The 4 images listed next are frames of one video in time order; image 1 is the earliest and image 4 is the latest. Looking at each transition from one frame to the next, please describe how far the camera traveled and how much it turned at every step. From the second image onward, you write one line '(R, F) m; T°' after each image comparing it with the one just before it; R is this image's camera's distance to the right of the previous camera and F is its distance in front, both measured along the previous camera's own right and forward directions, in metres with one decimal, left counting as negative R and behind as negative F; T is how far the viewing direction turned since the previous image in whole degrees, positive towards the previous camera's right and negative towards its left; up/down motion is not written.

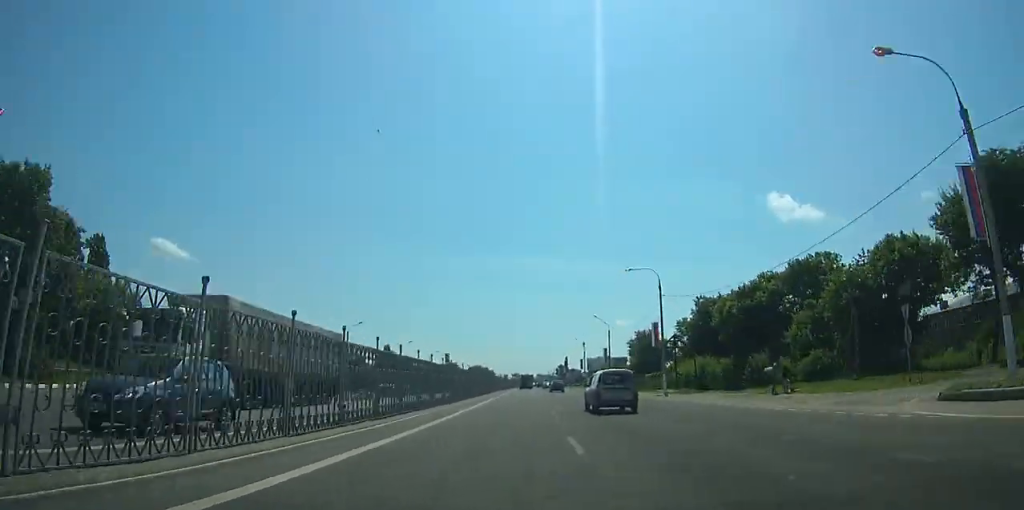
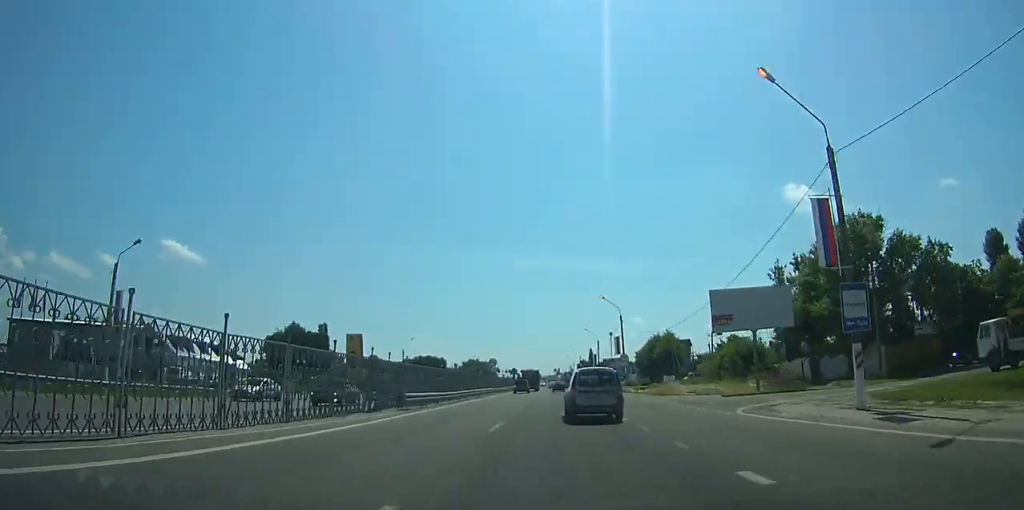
(+0.5, +103.6) m; +1°
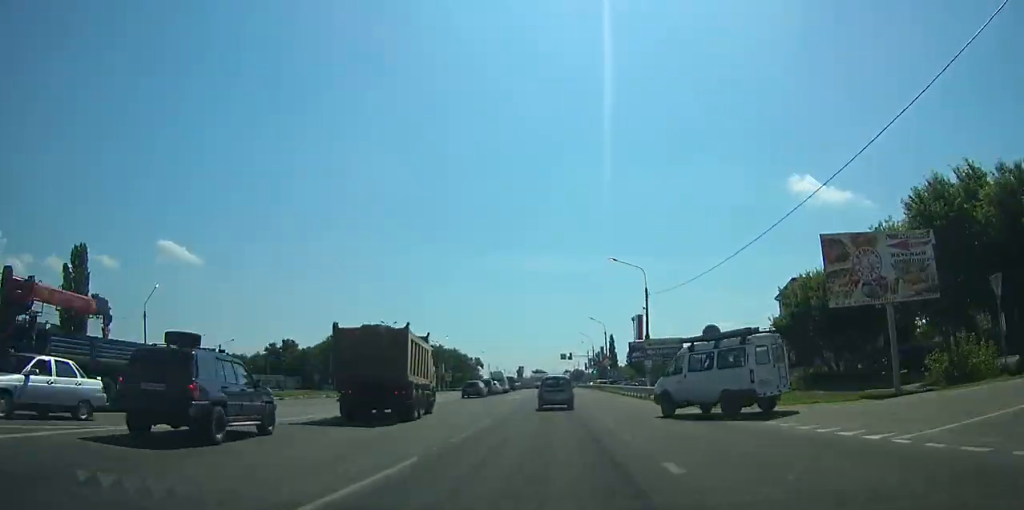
(-5.8, +108.8) m; -4°
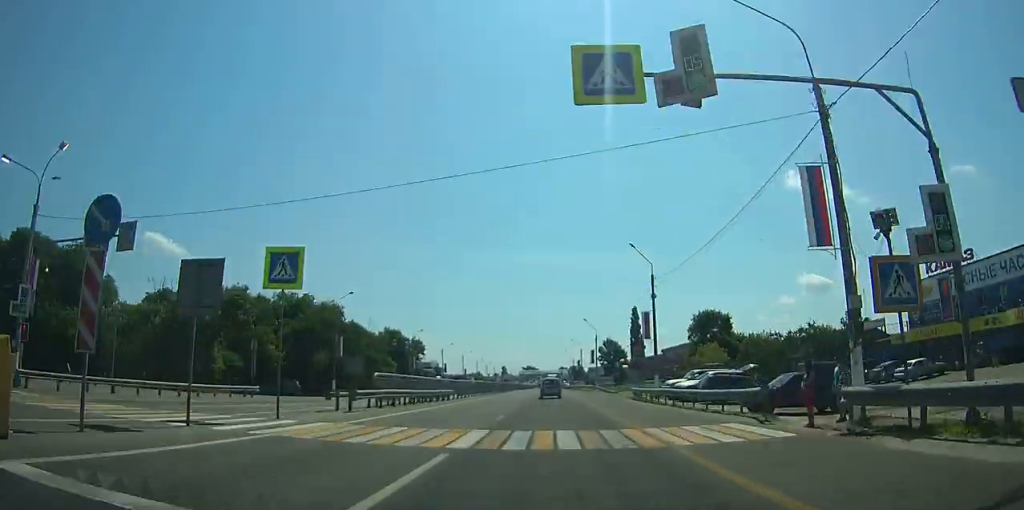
(+2.7, +107.2) m; +1°
